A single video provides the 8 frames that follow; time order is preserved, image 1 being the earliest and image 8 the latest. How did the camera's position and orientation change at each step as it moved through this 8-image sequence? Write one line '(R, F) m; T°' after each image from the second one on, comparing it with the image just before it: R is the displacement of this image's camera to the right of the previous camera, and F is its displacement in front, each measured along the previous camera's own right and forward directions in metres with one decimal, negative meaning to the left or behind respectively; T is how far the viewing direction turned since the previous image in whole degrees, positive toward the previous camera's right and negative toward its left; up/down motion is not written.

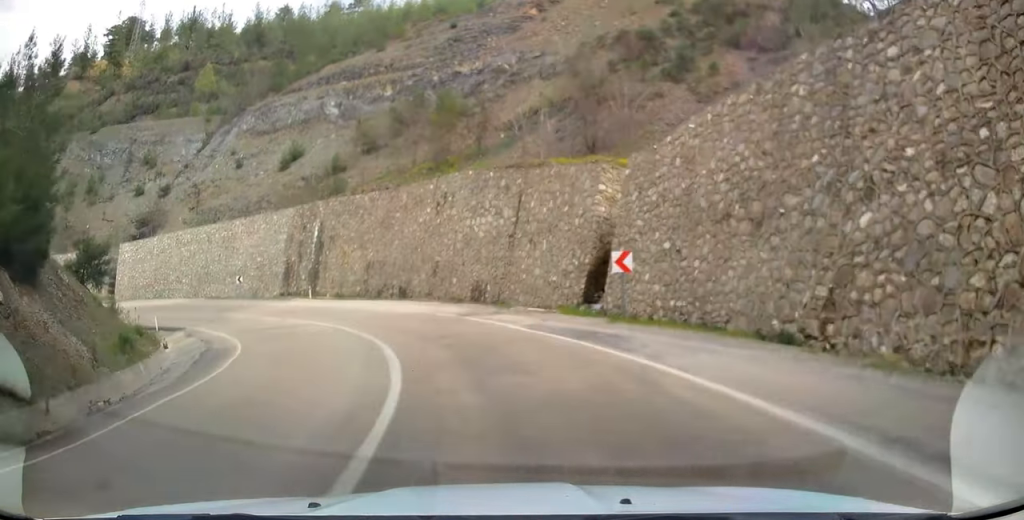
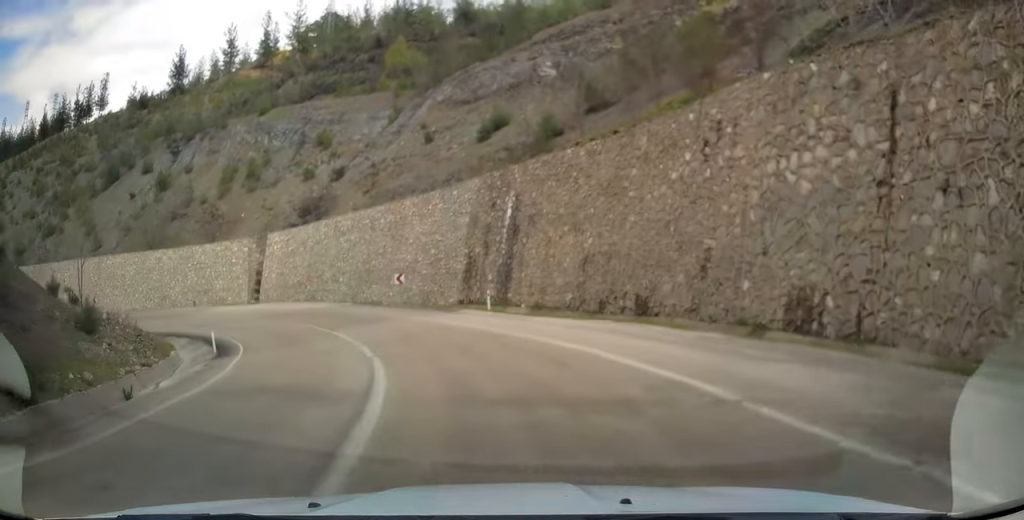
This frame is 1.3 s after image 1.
(-3.0, +18.9) m; -20°
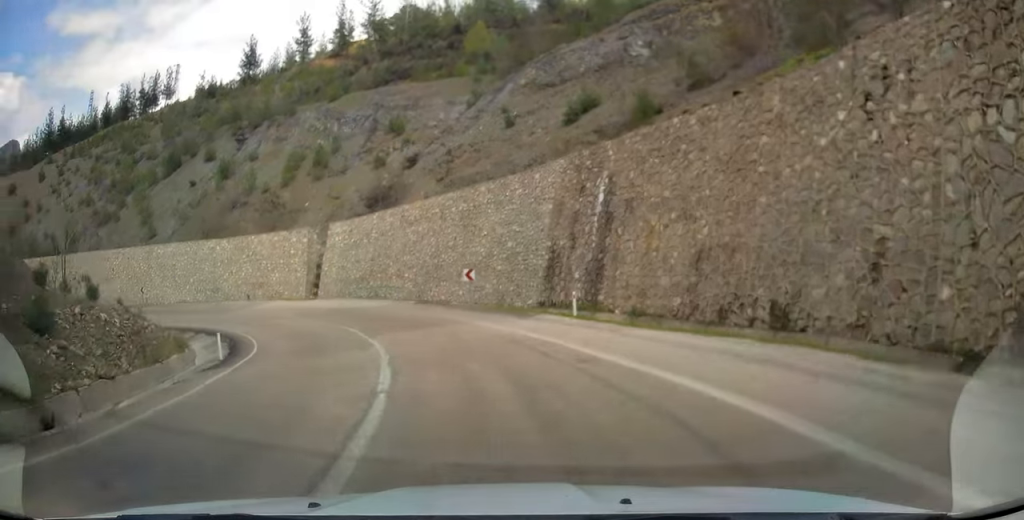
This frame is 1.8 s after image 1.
(-0.6, +6.3) m; -7°
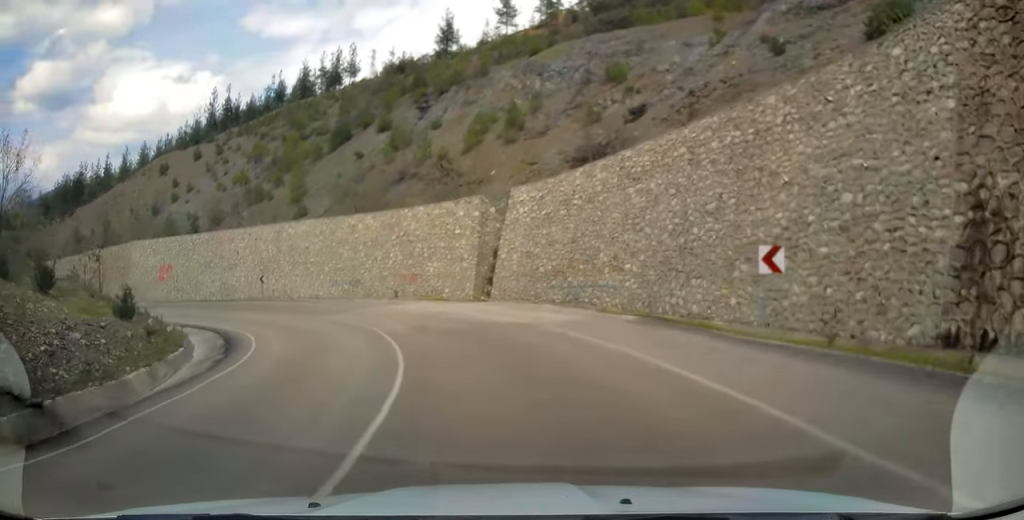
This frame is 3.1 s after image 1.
(-3.7, +19.1) m; -24°
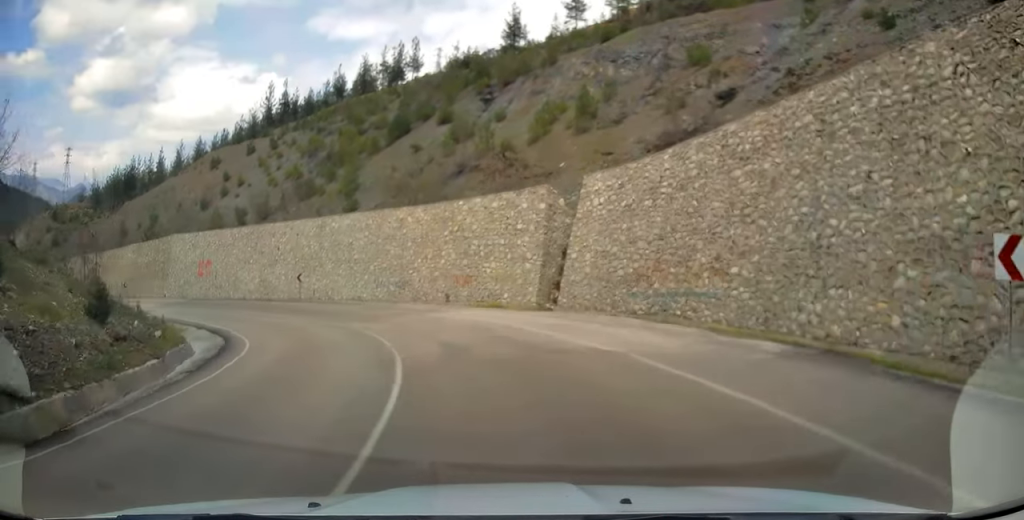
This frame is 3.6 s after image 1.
(-0.2, +6.0) m; -8°
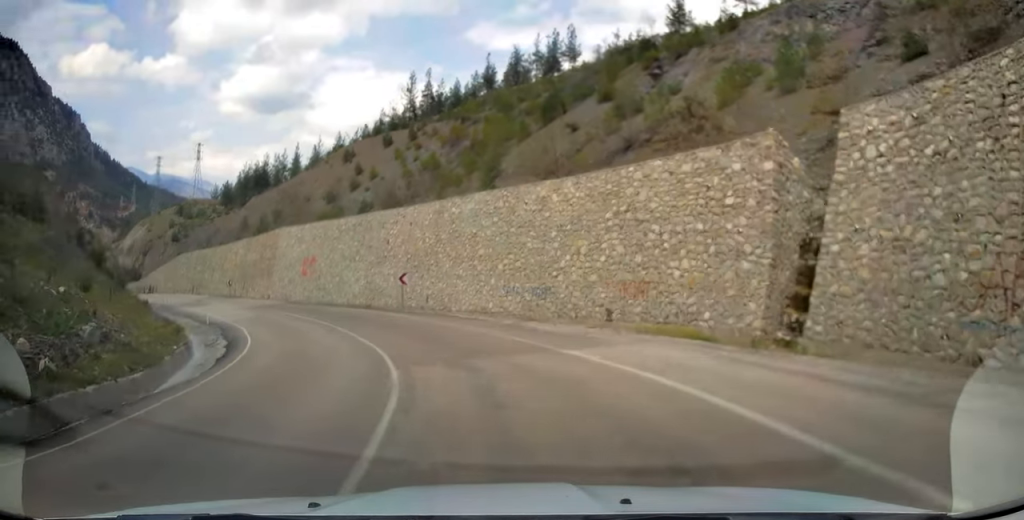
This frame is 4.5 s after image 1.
(-2.0, +13.0) m; -15°
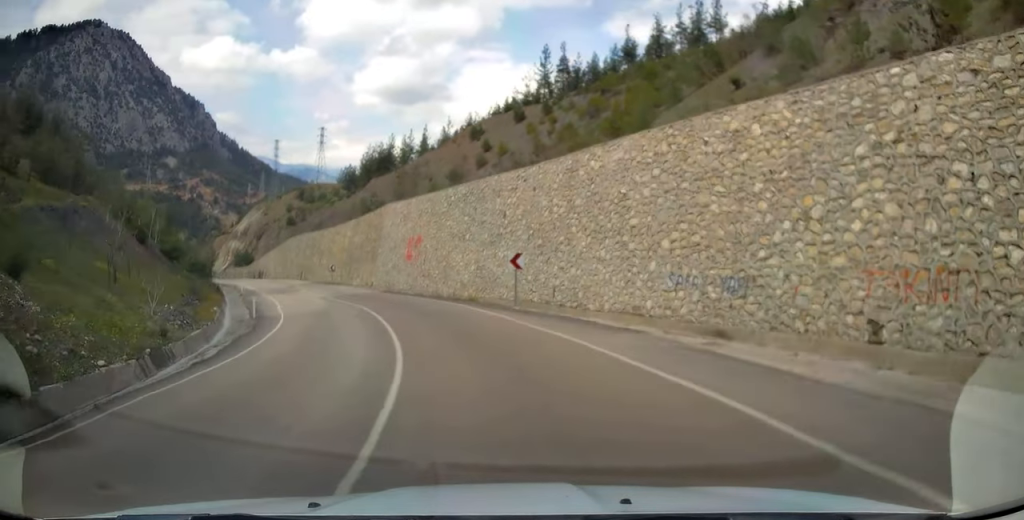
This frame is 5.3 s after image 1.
(-0.8, +10.9) m; -12°
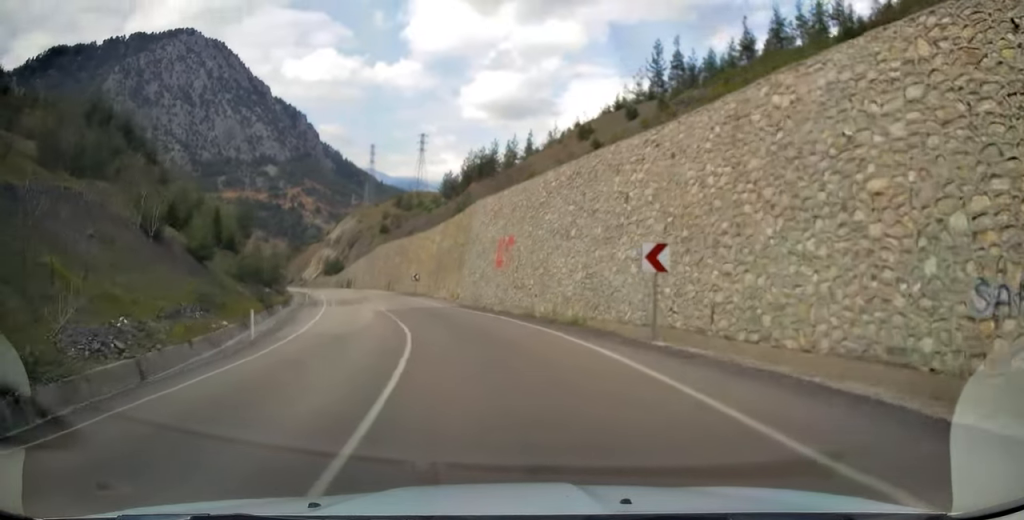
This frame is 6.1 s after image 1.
(-1.3, +10.2) m; -11°
